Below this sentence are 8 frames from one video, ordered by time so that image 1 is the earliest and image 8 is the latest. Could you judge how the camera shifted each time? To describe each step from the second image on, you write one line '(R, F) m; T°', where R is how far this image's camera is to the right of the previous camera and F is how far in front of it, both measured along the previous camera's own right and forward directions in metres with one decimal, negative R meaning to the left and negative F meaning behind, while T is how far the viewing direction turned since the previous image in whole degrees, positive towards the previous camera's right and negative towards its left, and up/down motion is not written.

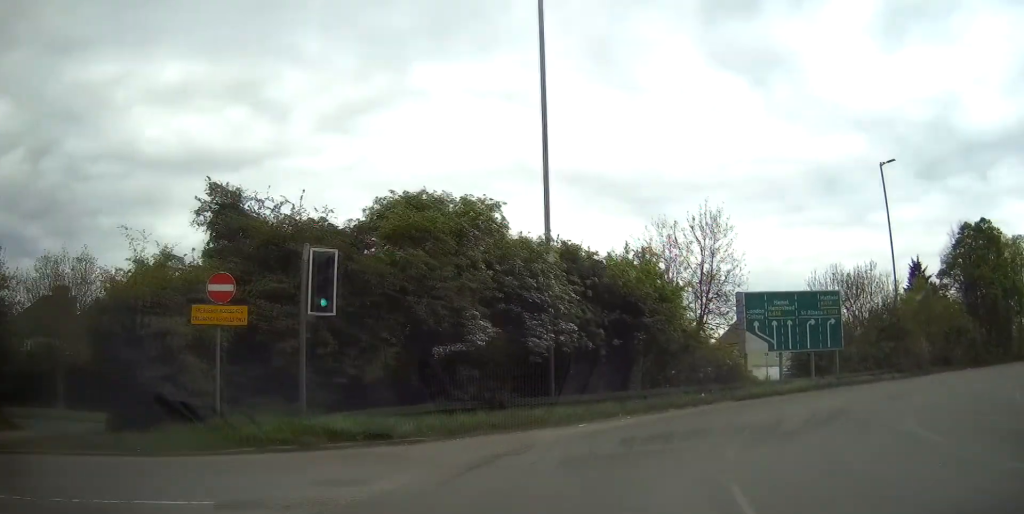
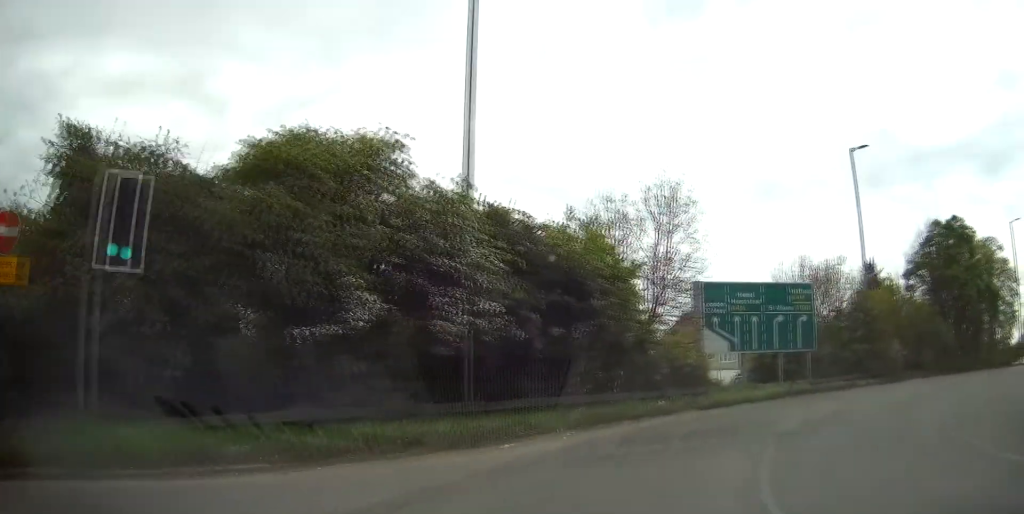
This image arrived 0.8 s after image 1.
(+0.1, +5.7) m; +1°
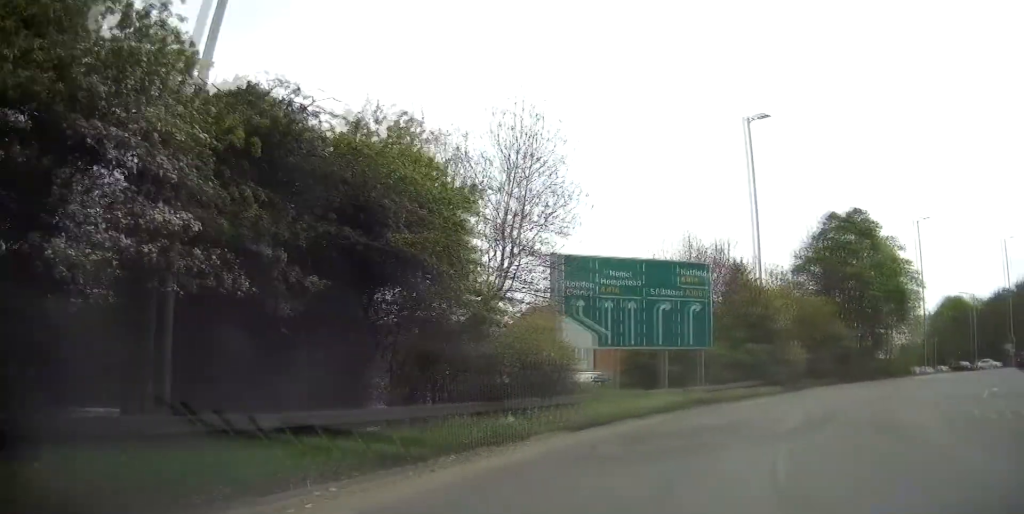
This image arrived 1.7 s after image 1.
(0.0, +8.2) m; +5°
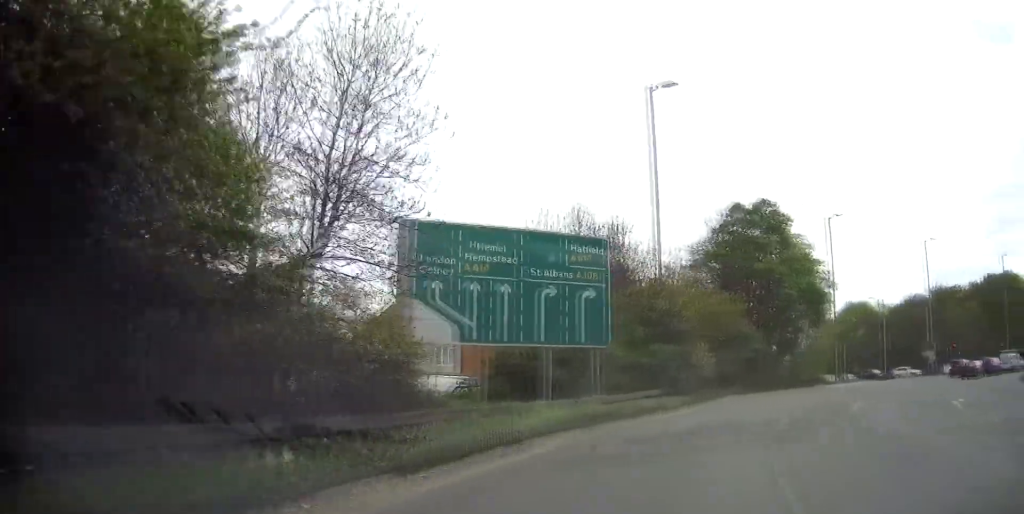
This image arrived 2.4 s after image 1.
(-0.5, +6.7) m; +20°
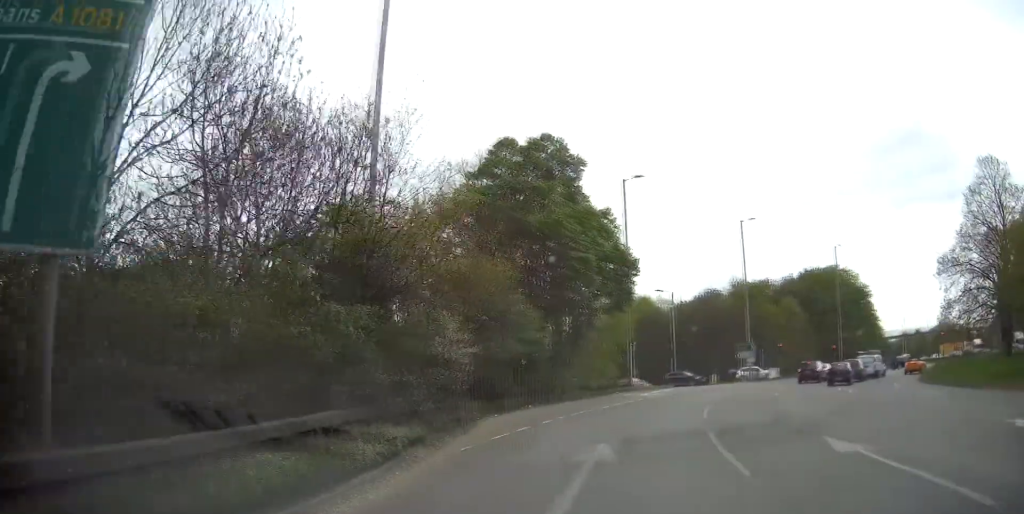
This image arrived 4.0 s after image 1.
(+6.9, +9.3) m; +34°
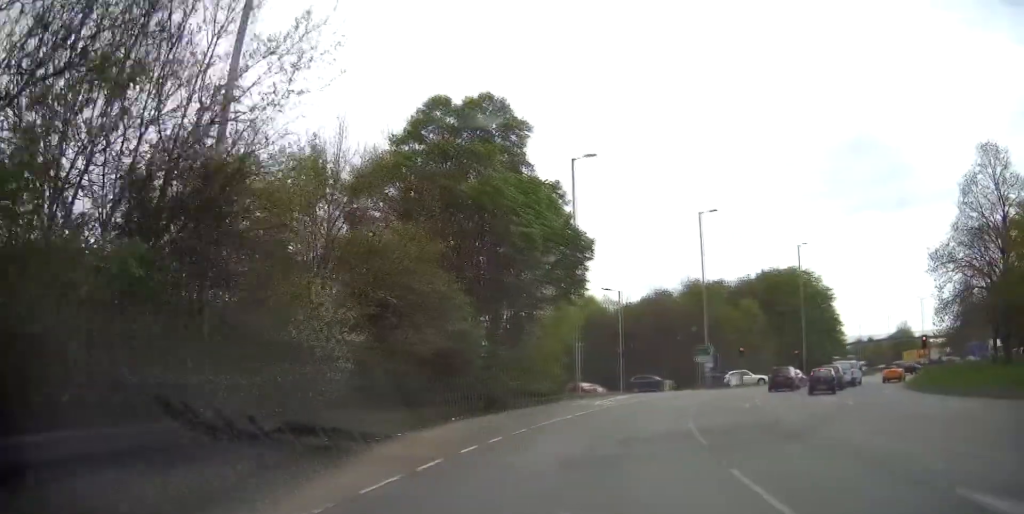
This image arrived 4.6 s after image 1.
(-0.3, +5.8) m; -7°
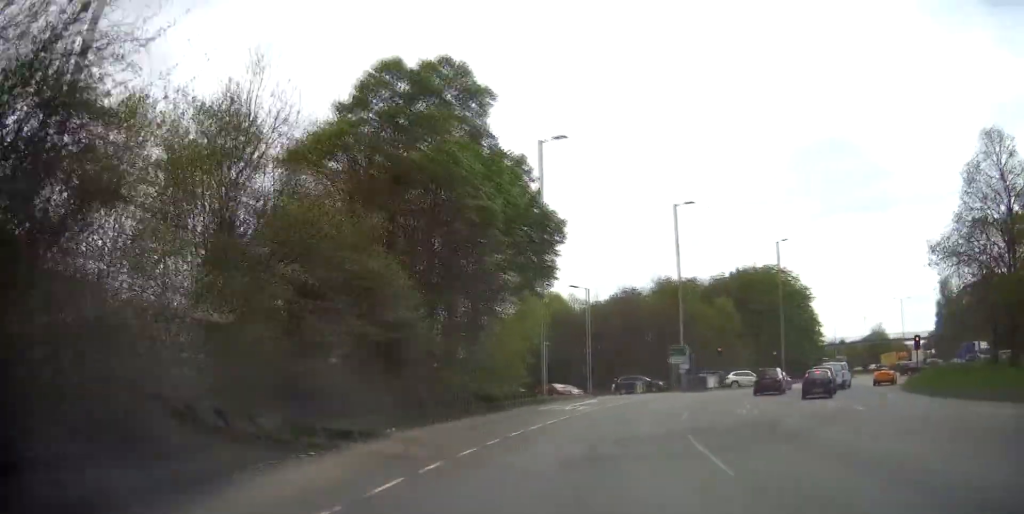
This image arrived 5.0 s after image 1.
(-0.4, +4.0) m; +1°
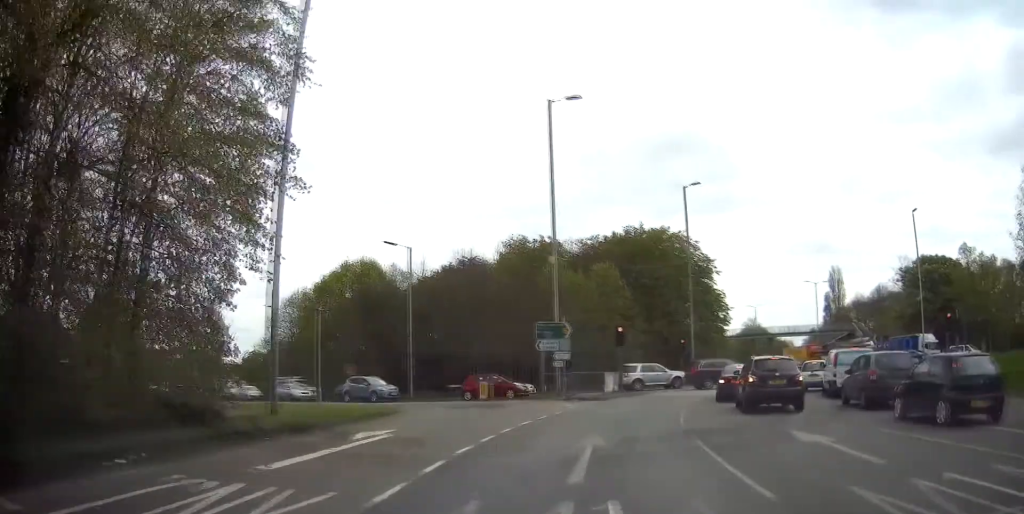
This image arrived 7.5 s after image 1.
(+2.0, +23.0) m; +12°
